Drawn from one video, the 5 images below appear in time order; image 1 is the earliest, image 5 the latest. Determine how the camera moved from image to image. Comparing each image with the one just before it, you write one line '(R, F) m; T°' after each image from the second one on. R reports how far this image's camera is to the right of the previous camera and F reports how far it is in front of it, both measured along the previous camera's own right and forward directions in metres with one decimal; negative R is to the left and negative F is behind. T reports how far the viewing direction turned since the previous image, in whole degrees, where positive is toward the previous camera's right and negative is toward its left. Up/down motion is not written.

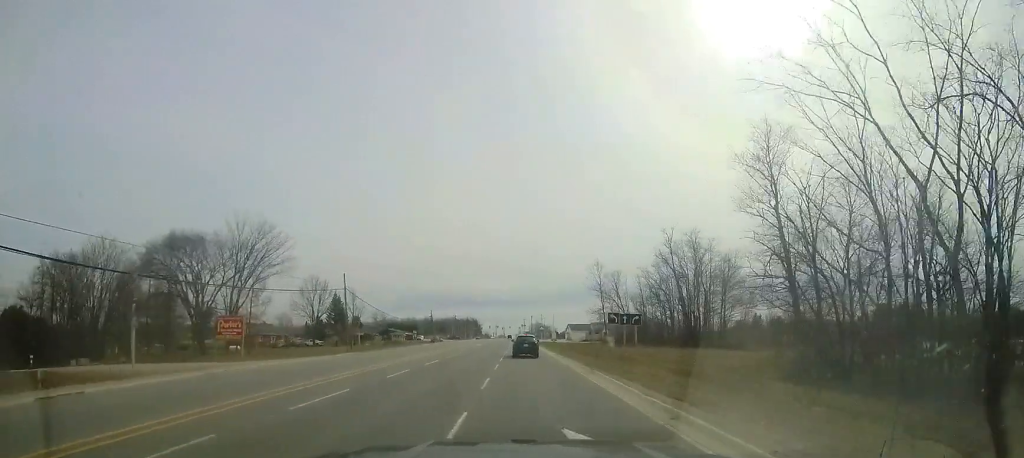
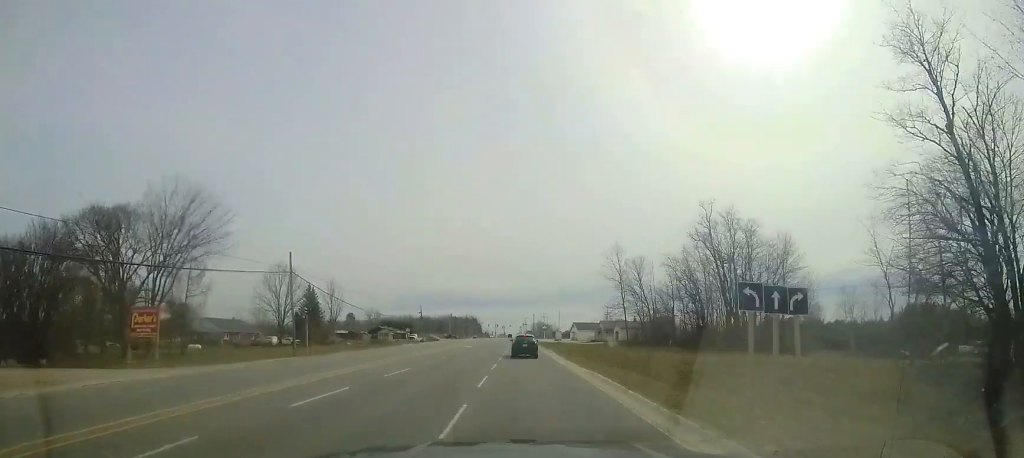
(0.0, +11.7) m; 0°
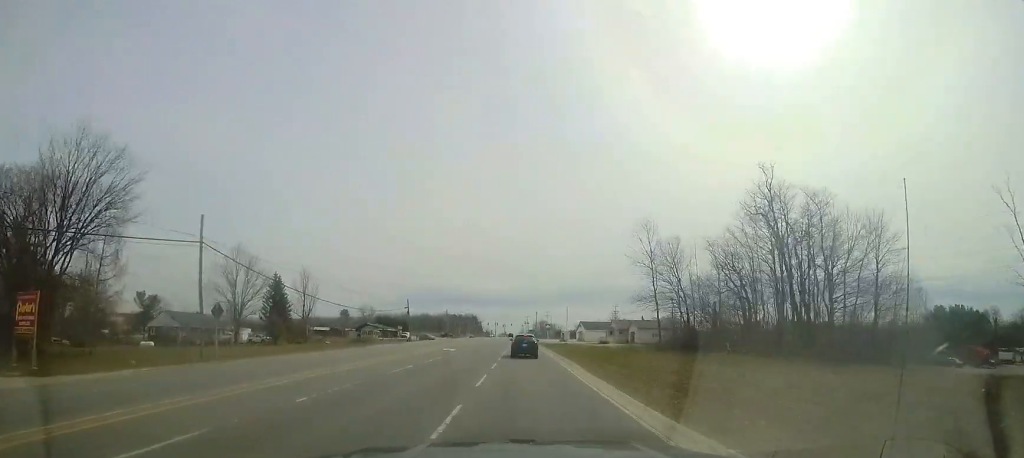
(+0.1, +11.6) m; 0°
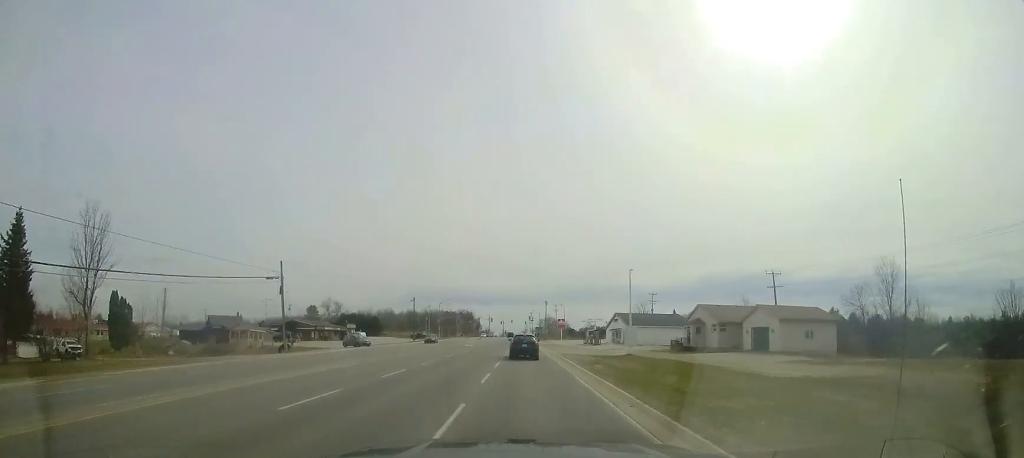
(-0.1, +42.3) m; -1°
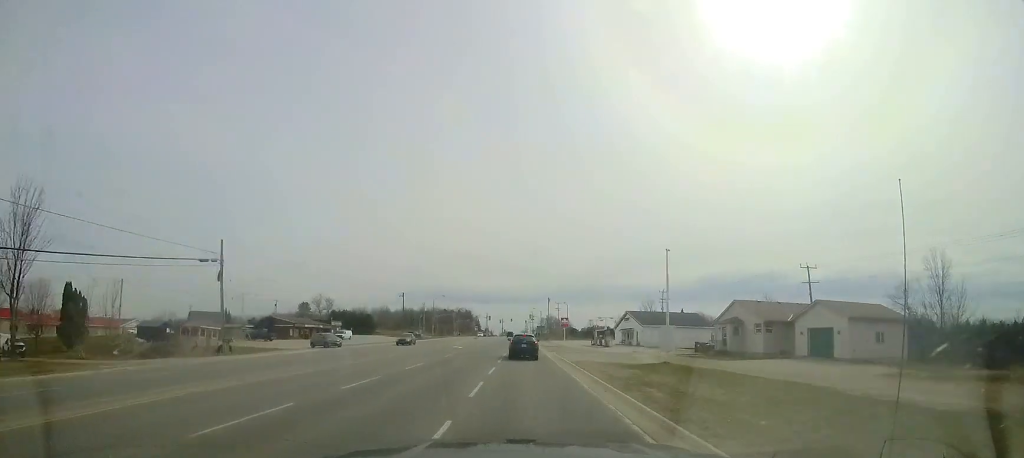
(-0.1, +8.1) m; 0°
